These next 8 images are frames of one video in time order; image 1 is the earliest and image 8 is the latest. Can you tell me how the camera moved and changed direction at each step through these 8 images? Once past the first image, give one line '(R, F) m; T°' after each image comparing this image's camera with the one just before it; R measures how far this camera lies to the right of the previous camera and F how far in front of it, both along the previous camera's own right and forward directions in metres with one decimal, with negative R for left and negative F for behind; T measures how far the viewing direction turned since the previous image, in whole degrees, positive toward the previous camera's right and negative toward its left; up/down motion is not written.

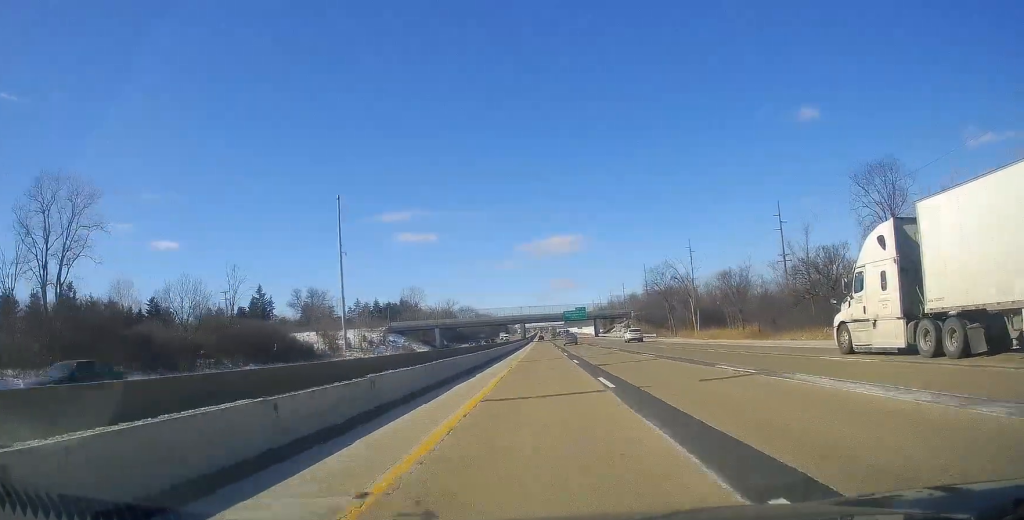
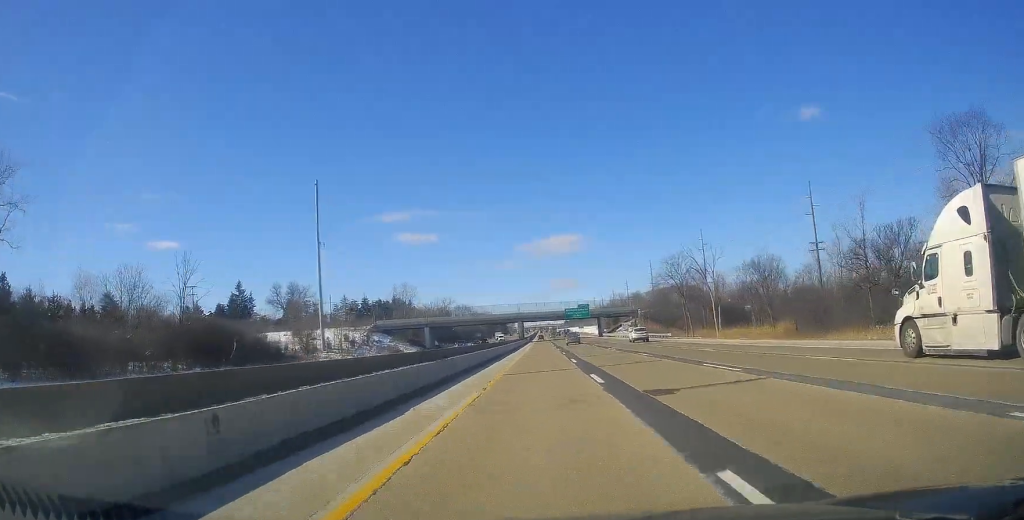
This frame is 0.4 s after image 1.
(+0.1, +14.4) m; 0°
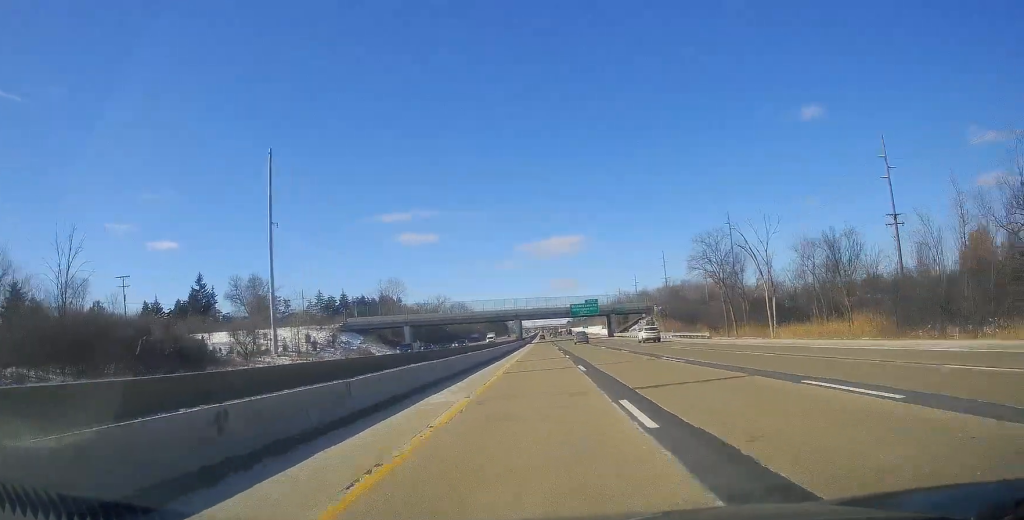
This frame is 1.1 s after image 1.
(0.0, +24.0) m; 0°
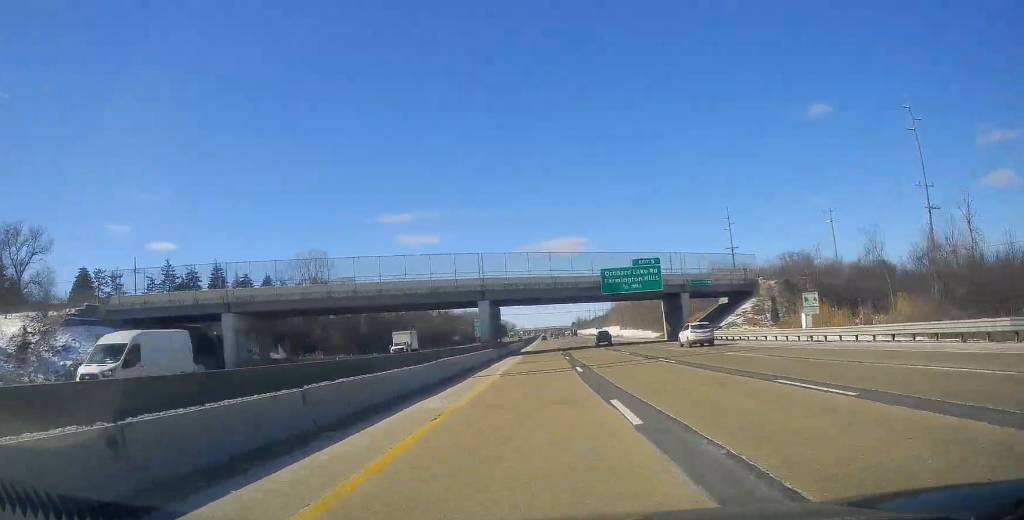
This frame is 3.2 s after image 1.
(-0.3, +76.3) m; -1°
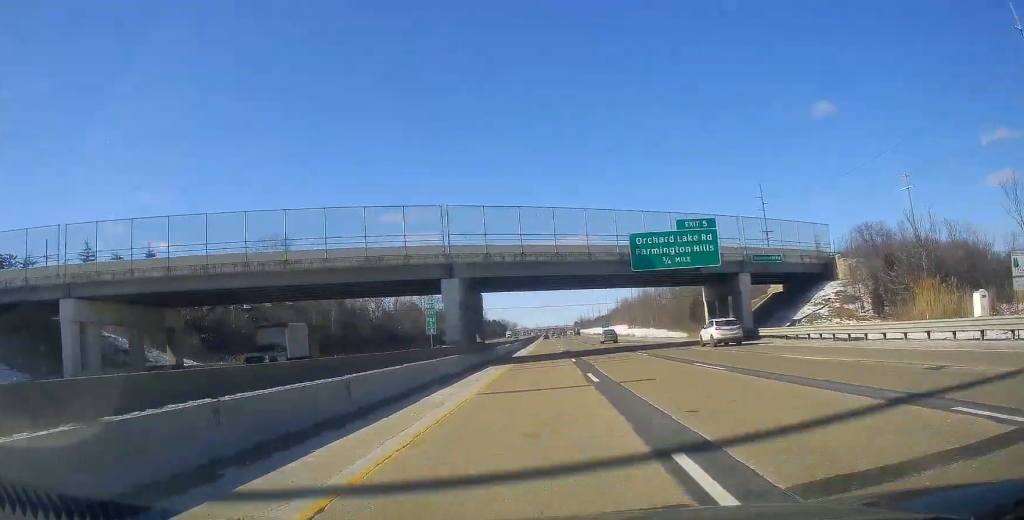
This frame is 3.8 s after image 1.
(+0.1, +22.1) m; -1°
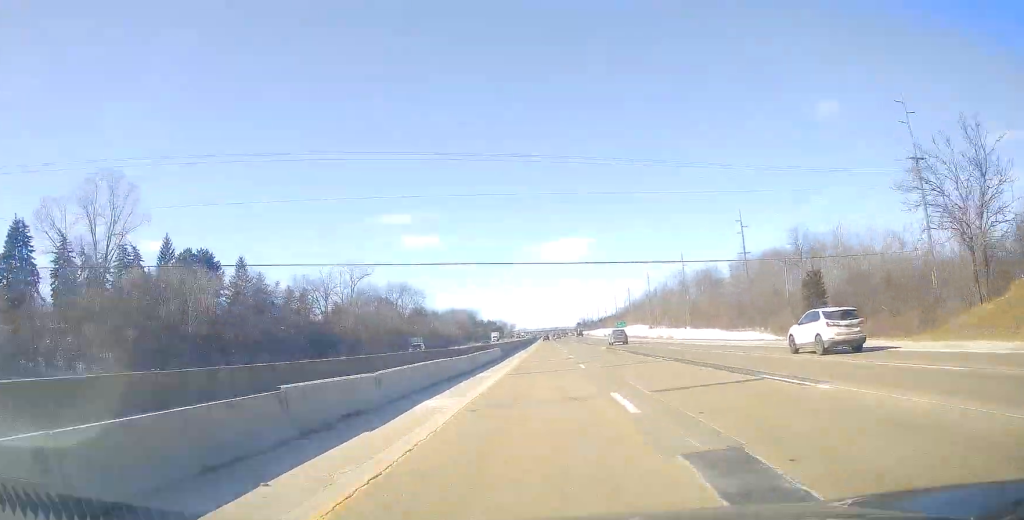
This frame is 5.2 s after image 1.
(-0.1, +53.6) m; +1°
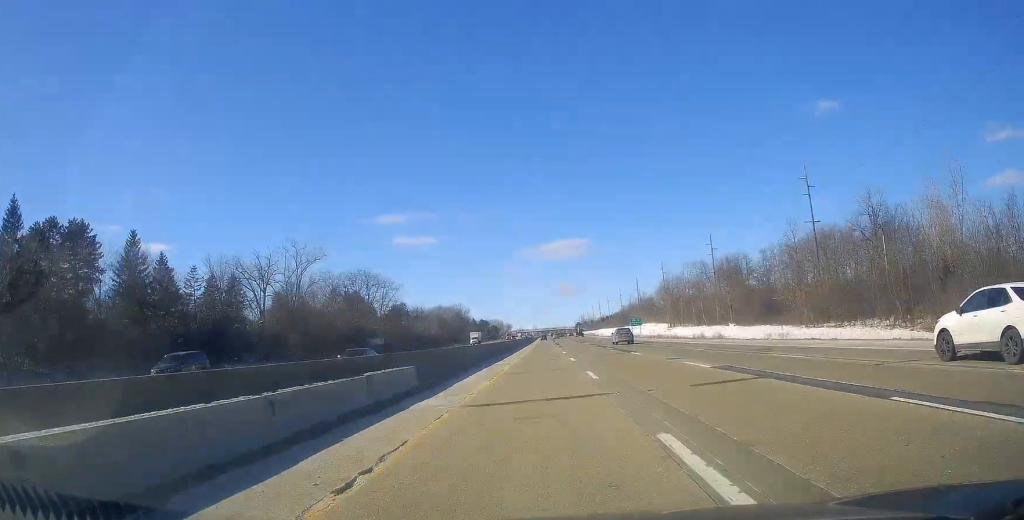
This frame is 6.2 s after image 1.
(+0.6, +37.7) m; +1°
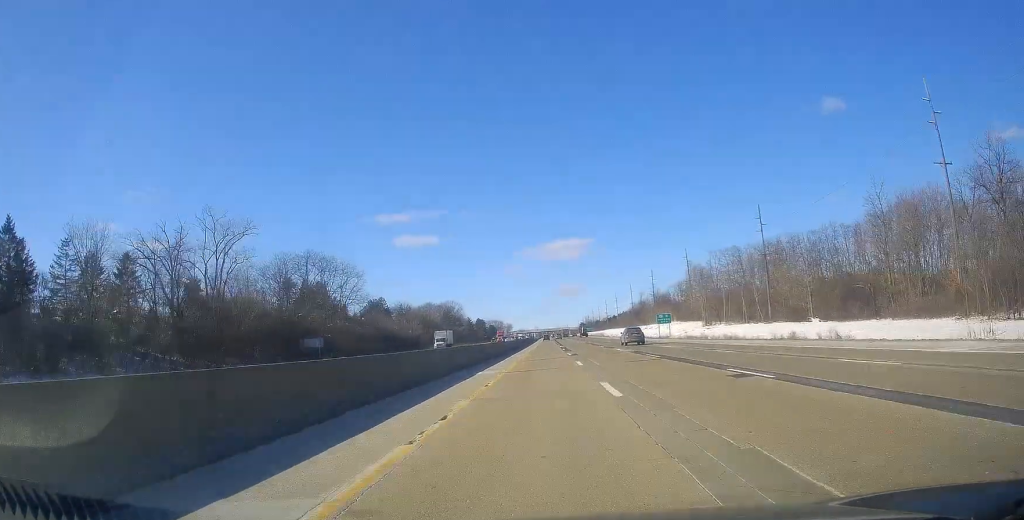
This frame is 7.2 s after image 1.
(-0.2, +36.5) m; -1°
